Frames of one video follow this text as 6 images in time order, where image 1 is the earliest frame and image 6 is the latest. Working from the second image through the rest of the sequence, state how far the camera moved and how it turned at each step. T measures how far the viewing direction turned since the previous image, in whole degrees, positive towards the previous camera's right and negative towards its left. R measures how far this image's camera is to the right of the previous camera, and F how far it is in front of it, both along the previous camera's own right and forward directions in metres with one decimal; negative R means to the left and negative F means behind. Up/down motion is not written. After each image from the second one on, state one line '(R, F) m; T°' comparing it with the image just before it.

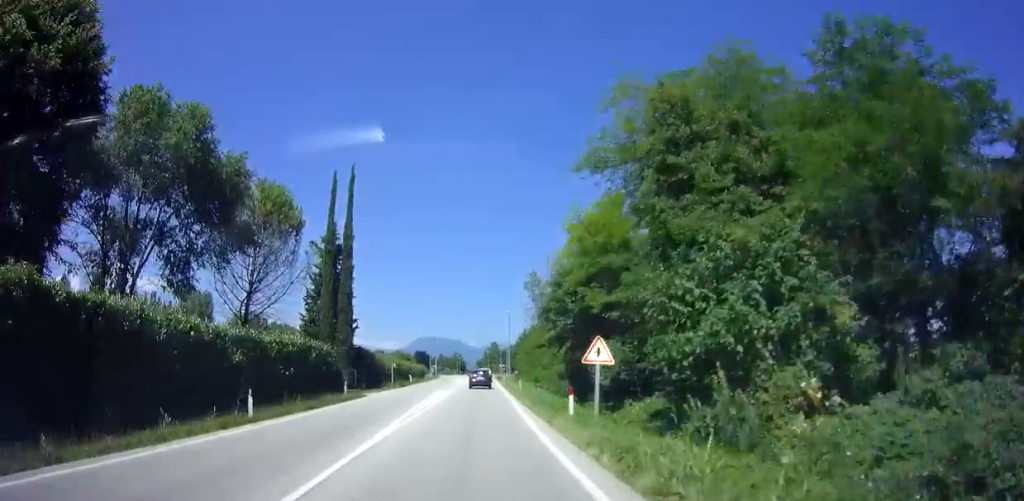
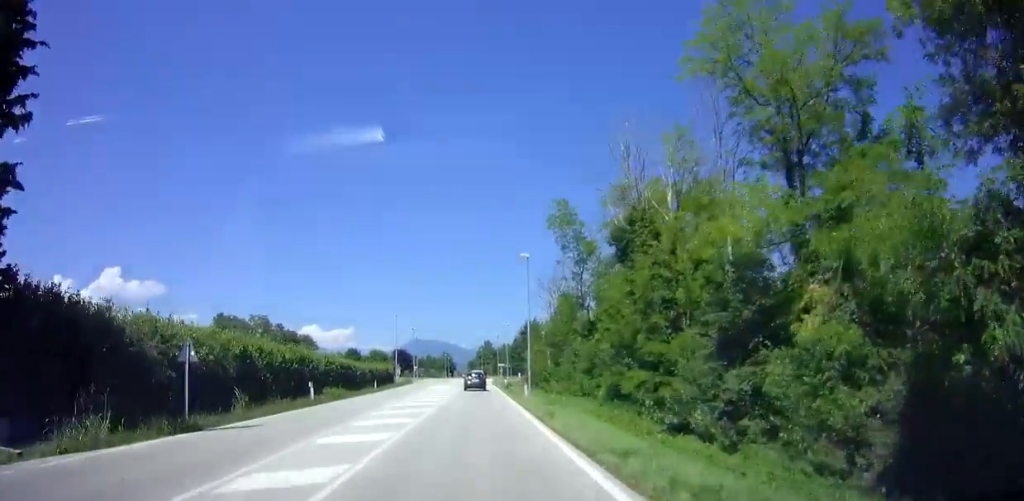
(0.0, +35.6) m; 0°
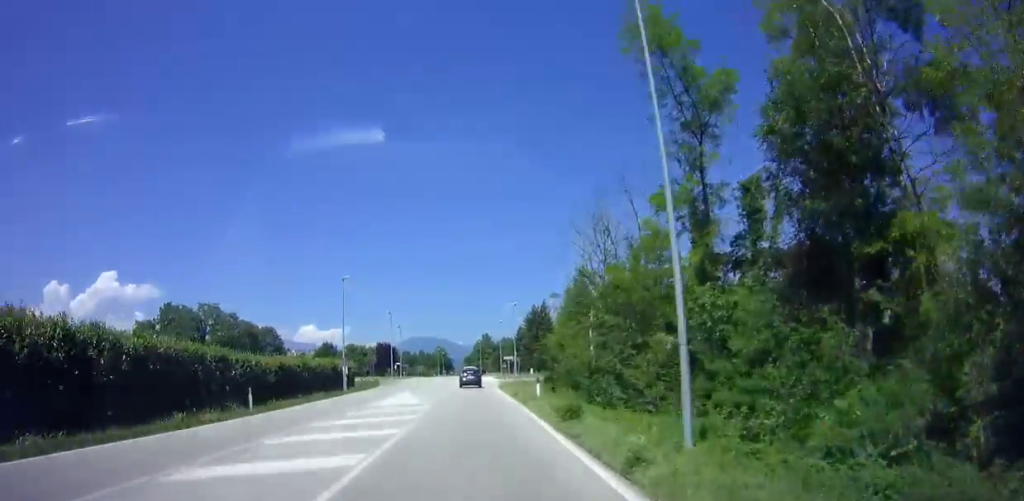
(+0.2, +27.7) m; 0°
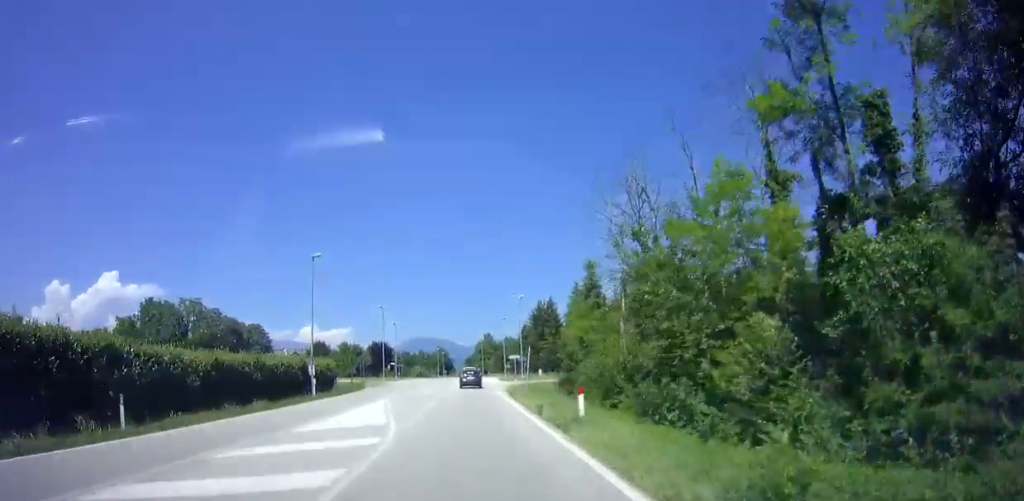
(0.0, +8.8) m; 0°
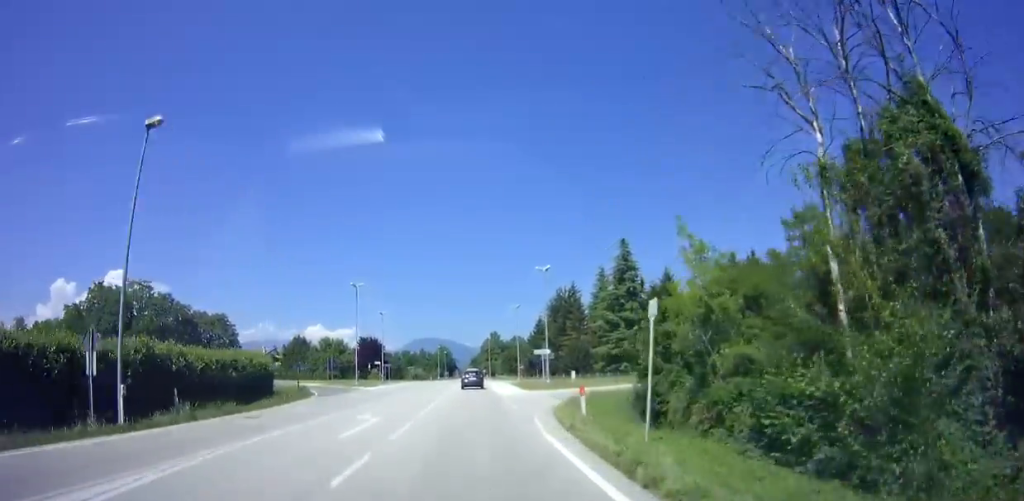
(-0.1, +20.3) m; -1°
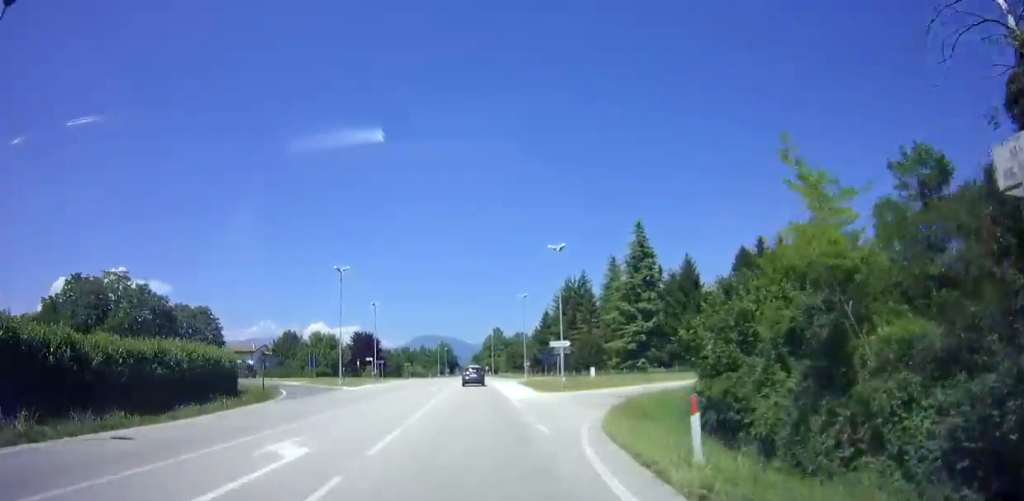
(-0.1, +7.5) m; 0°
